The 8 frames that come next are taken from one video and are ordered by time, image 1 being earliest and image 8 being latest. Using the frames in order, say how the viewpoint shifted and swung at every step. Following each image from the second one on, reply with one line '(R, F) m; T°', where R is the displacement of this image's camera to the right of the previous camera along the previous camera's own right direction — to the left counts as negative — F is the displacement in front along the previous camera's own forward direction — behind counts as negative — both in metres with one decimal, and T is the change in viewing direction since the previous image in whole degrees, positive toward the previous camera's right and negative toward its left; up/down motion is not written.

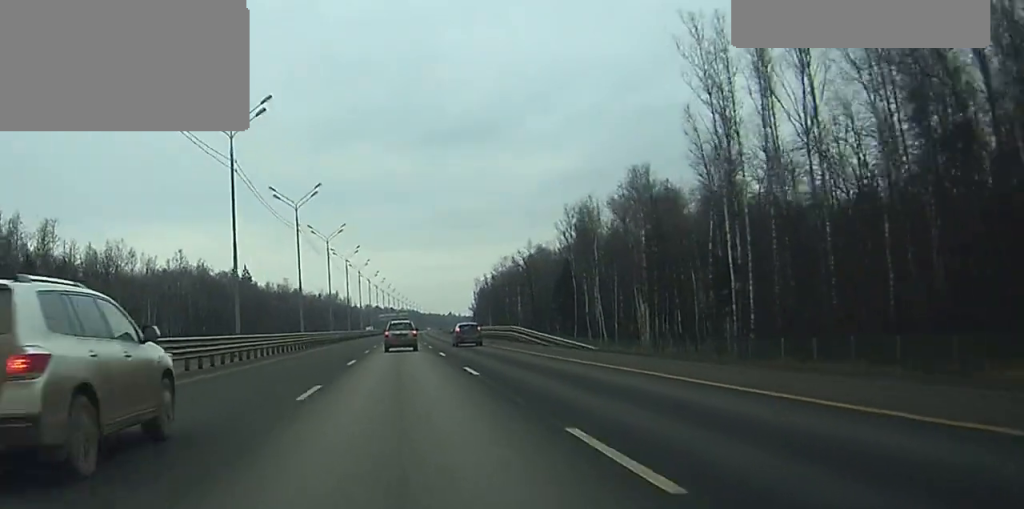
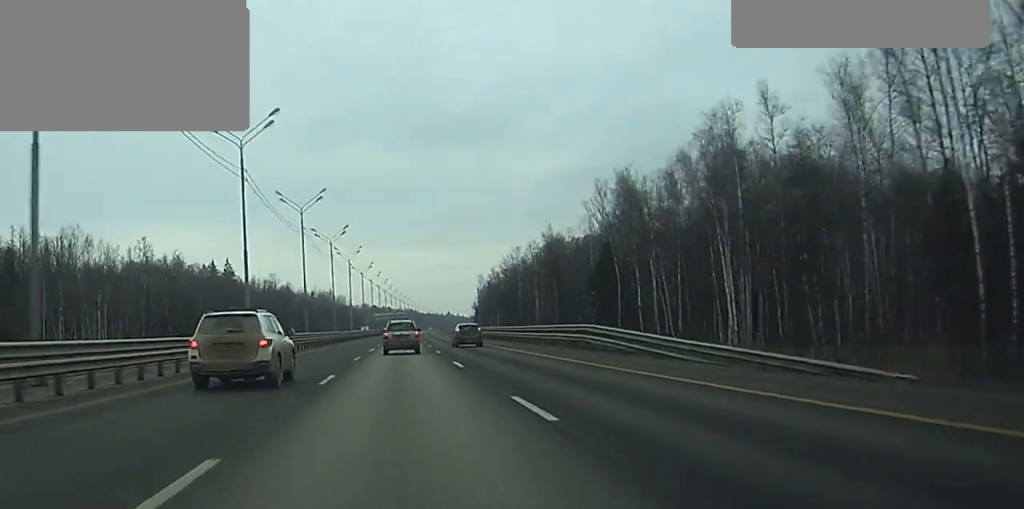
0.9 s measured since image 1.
(+0.2, +26.9) m; 0°
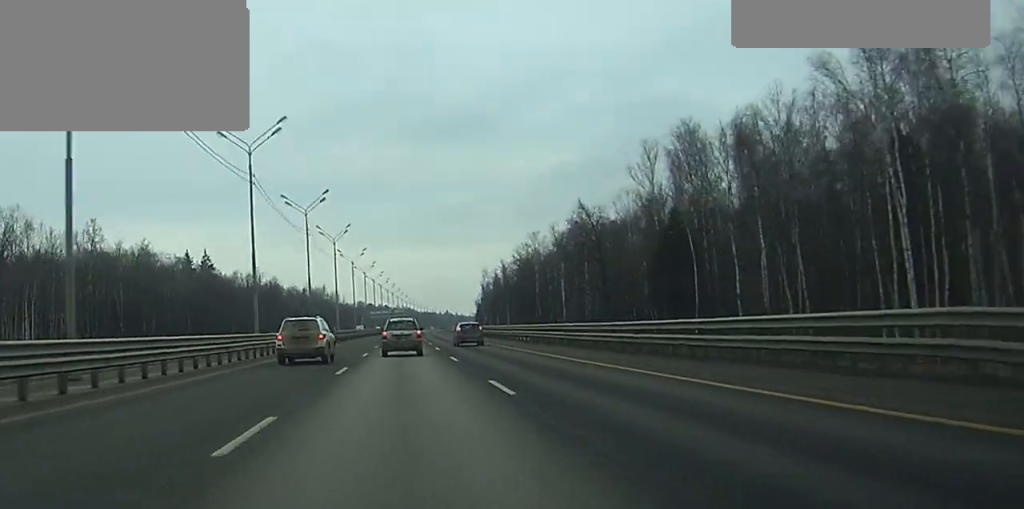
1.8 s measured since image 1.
(0.0, +27.6) m; 0°
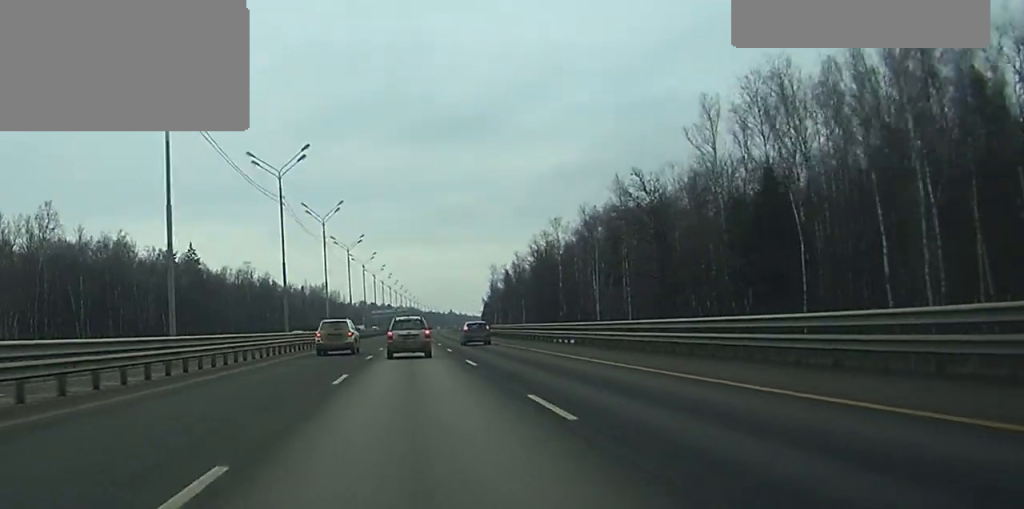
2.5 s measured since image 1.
(0.0, +20.6) m; 0°
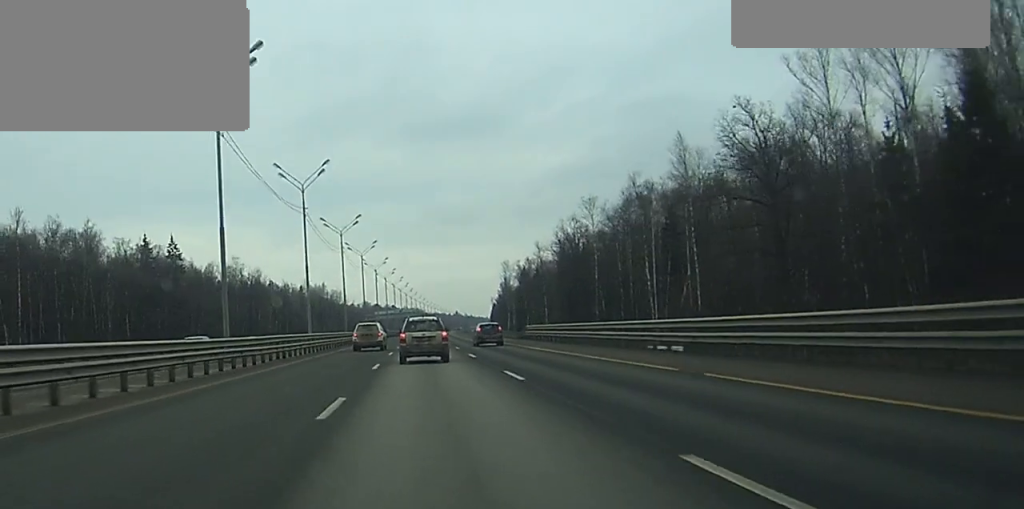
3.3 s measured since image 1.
(0.0, +23.5) m; 0°
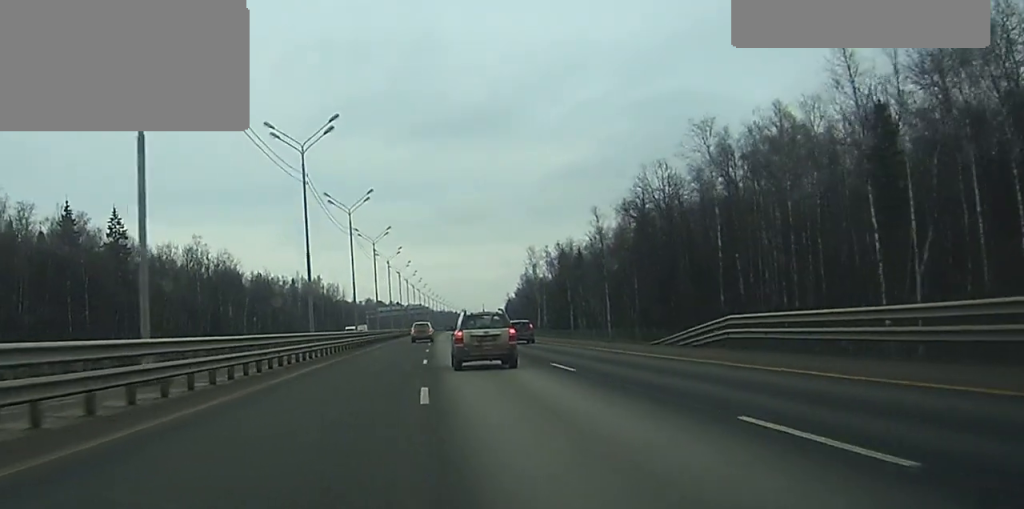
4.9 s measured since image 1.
(0.0, +45.8) m; 0°
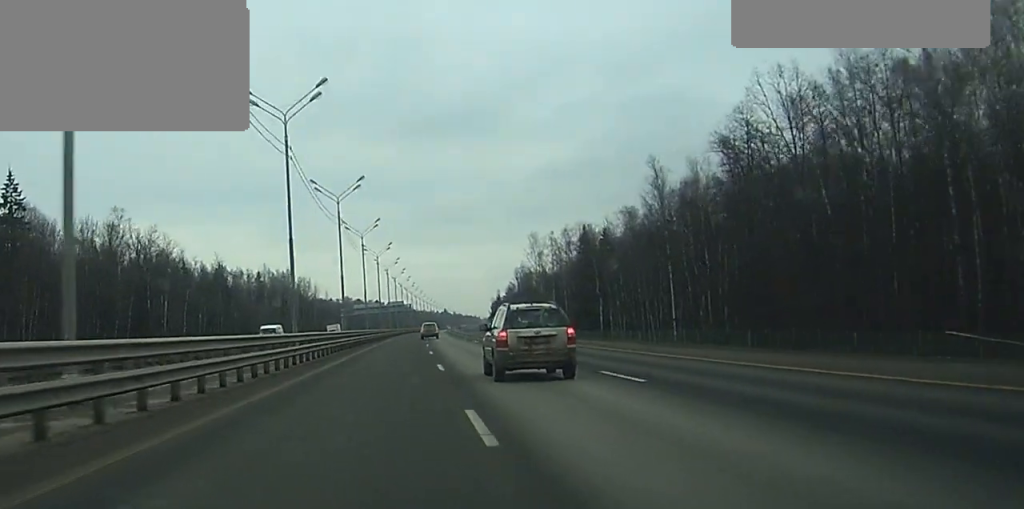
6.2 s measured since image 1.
(+0.2, +37.1) m; +1°
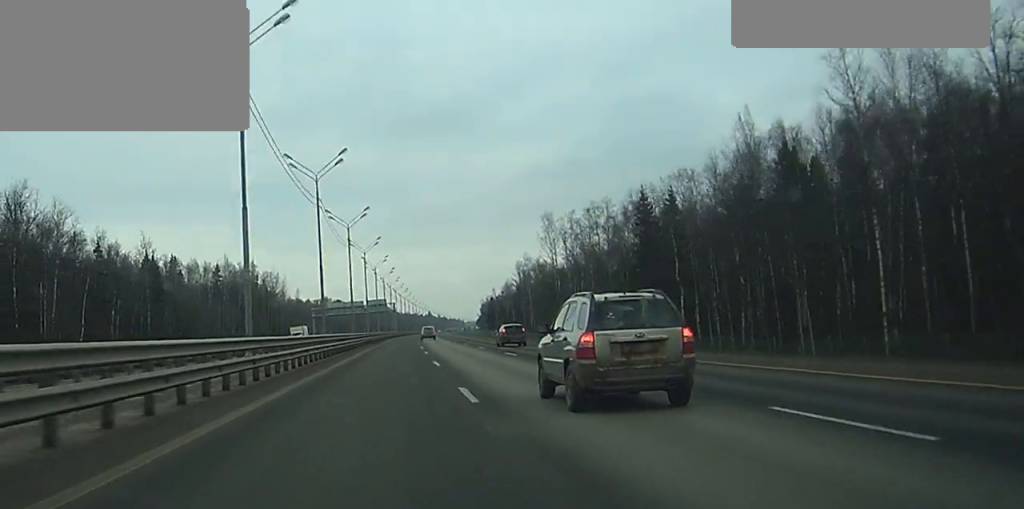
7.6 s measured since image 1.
(+0.5, +42.4) m; +1°
